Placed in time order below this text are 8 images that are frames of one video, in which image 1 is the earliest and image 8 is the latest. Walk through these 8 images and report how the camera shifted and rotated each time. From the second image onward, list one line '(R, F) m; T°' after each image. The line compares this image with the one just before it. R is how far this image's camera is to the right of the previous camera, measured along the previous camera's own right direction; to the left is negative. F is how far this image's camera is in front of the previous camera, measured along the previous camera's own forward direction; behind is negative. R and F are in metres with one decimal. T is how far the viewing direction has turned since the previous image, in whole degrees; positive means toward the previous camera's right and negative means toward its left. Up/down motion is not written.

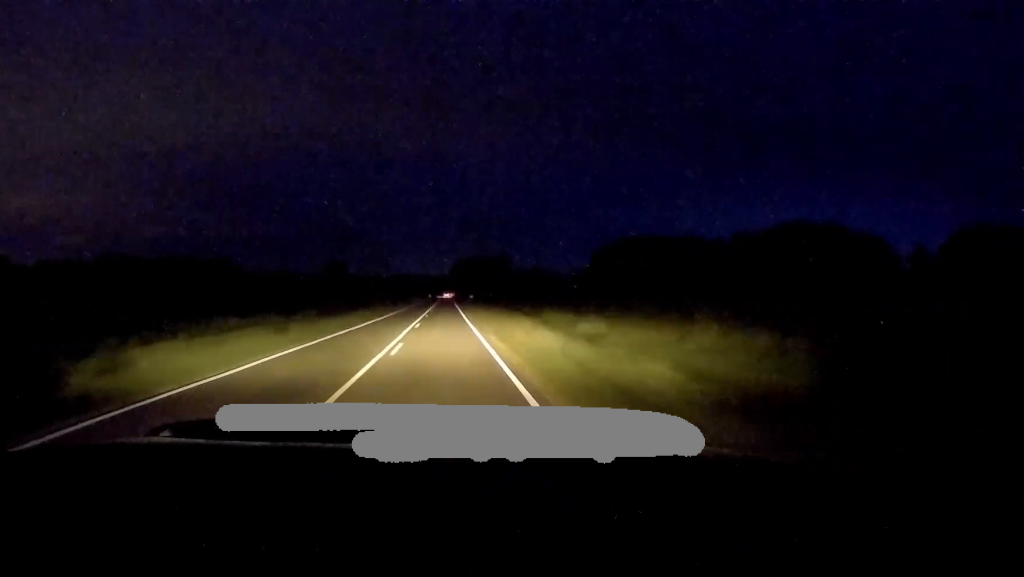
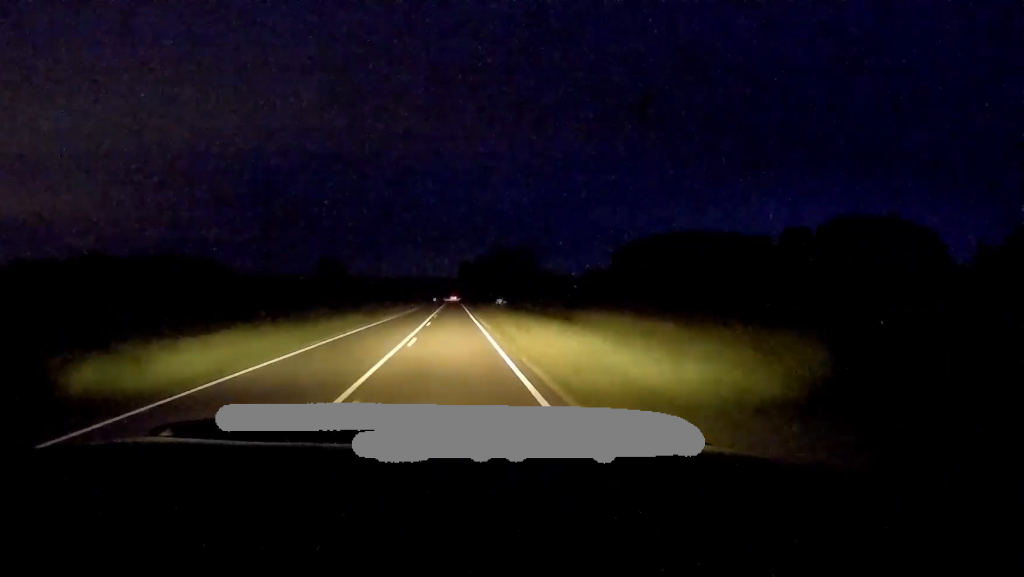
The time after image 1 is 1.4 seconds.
(-0.1, +34.8) m; +1°
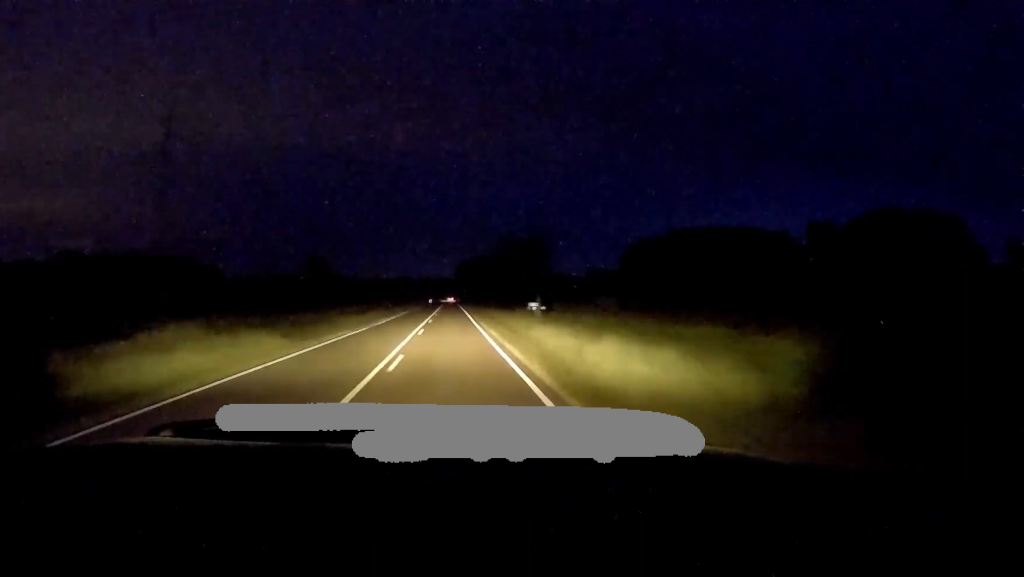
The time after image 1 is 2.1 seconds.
(+0.1, +18.2) m; 0°
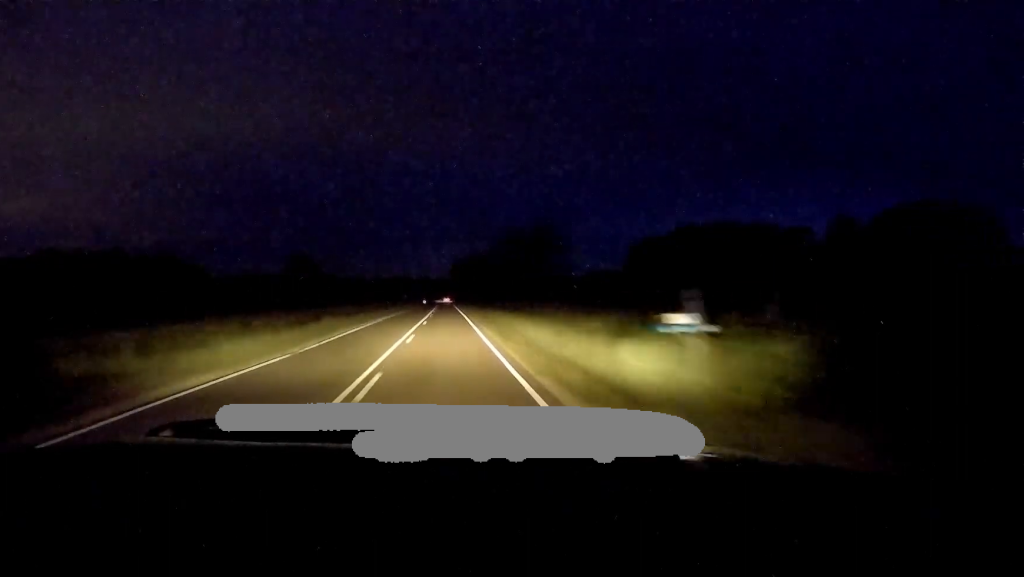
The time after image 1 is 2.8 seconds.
(+0.1, +15.7) m; -1°
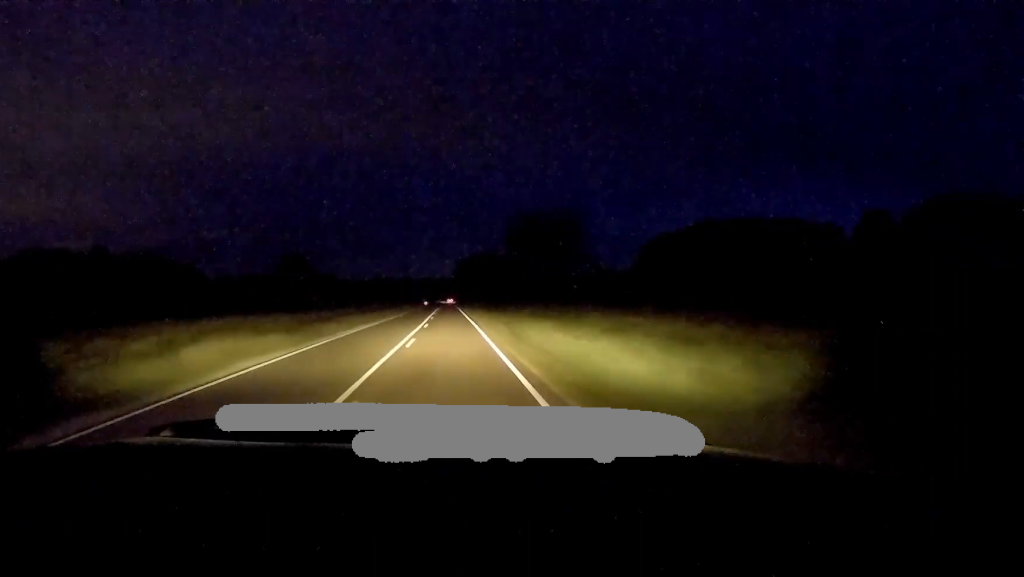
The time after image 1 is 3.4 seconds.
(-0.2, +14.7) m; 0°
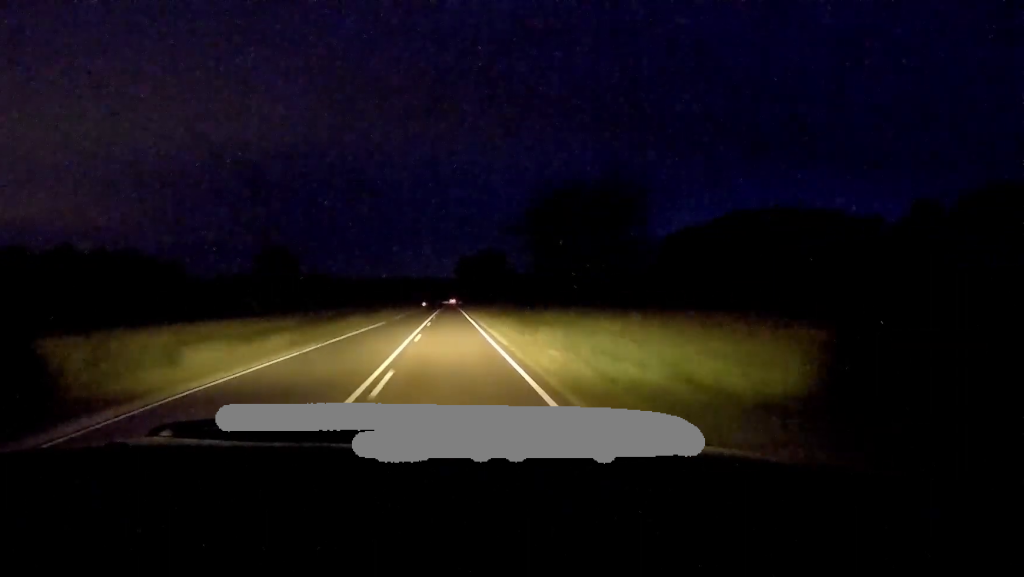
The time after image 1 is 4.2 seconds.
(0.0, +21.2) m; 0°
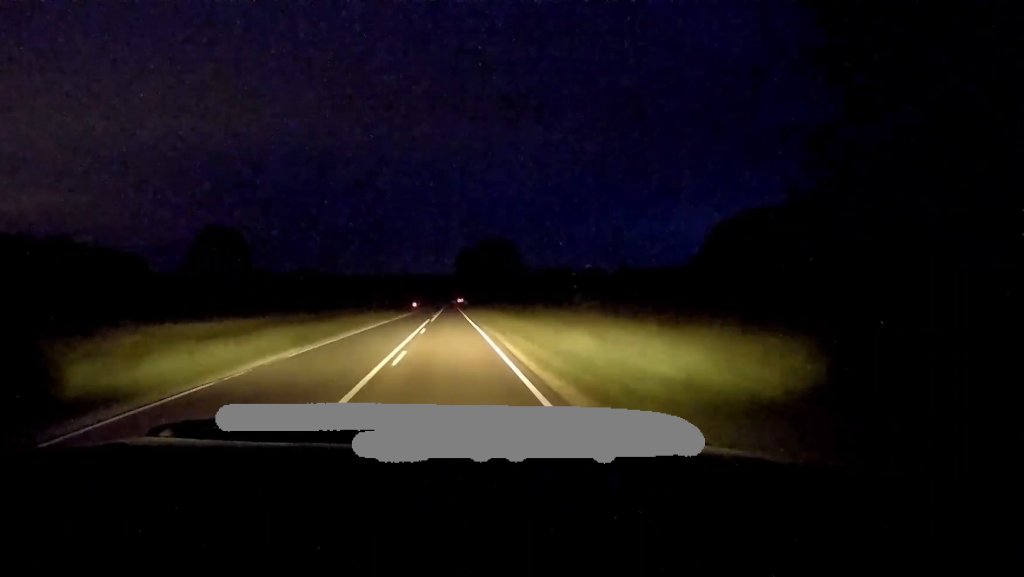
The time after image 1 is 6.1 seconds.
(-0.1, +44.9) m; 0°
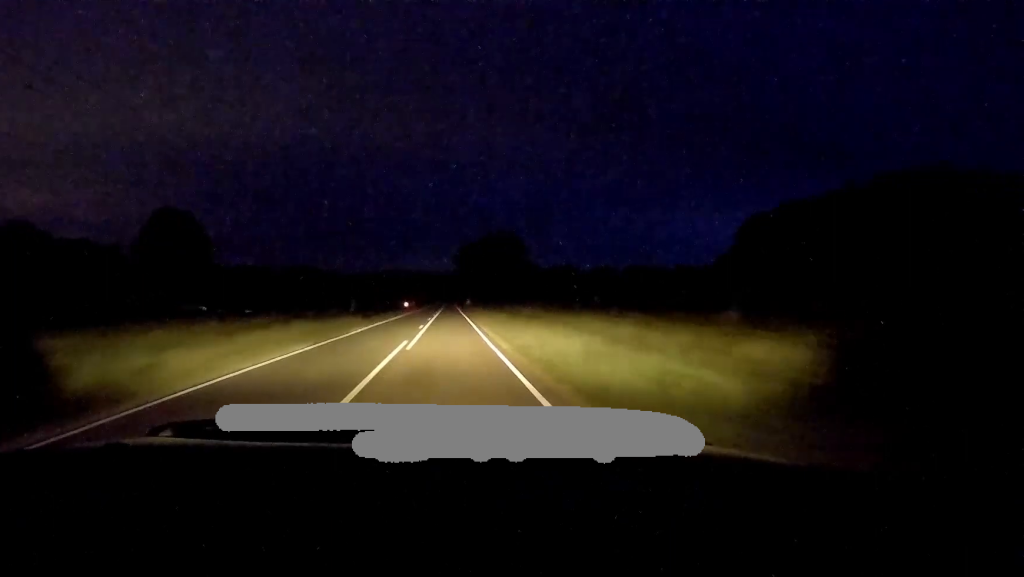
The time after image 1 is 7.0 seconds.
(+0.3, +22.9) m; 0°
